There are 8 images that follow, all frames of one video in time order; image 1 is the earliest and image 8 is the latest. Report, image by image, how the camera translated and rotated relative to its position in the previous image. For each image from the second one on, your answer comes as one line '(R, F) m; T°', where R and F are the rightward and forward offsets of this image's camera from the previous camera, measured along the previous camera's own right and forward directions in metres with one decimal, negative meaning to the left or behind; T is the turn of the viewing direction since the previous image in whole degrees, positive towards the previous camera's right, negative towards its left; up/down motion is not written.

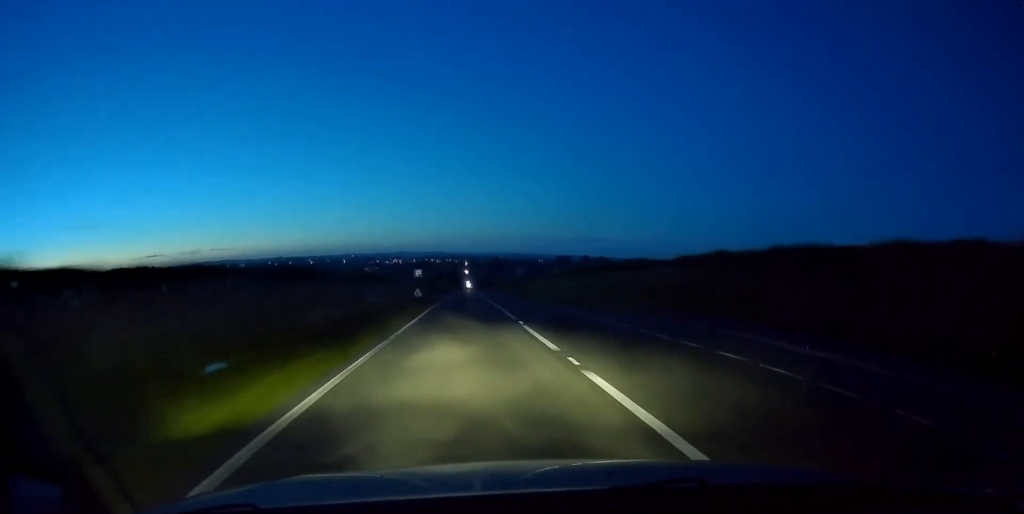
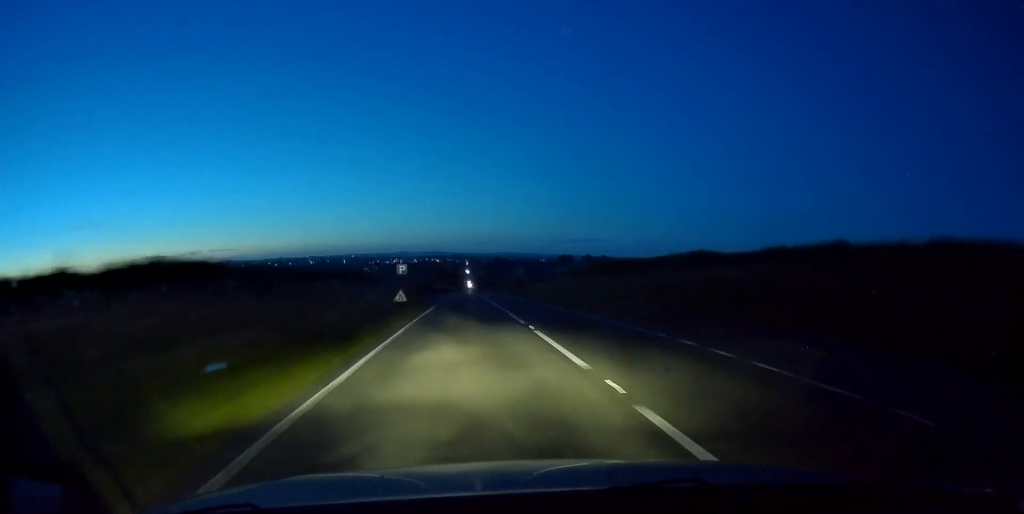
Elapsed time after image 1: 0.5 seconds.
(+0.1, +11.4) m; 0°
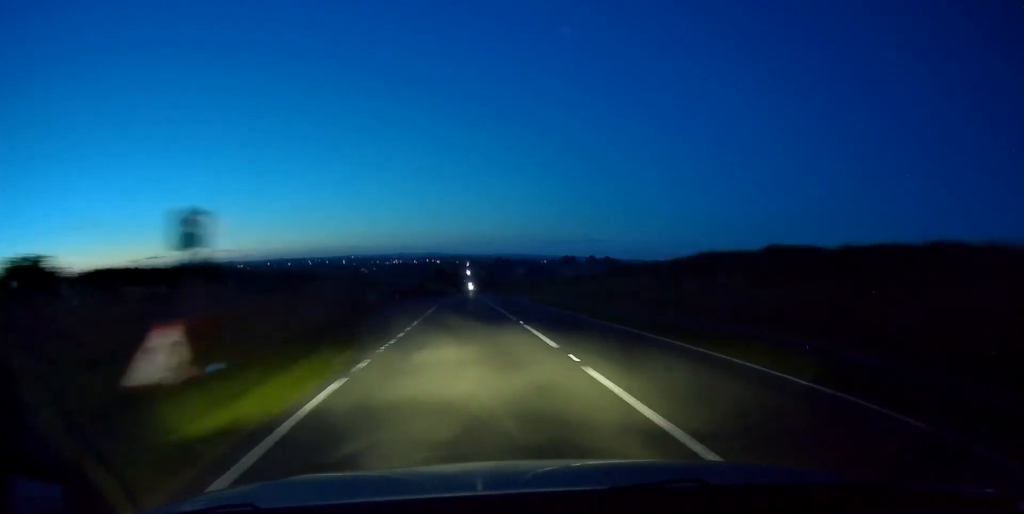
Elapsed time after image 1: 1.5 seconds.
(0.0, +25.2) m; 0°
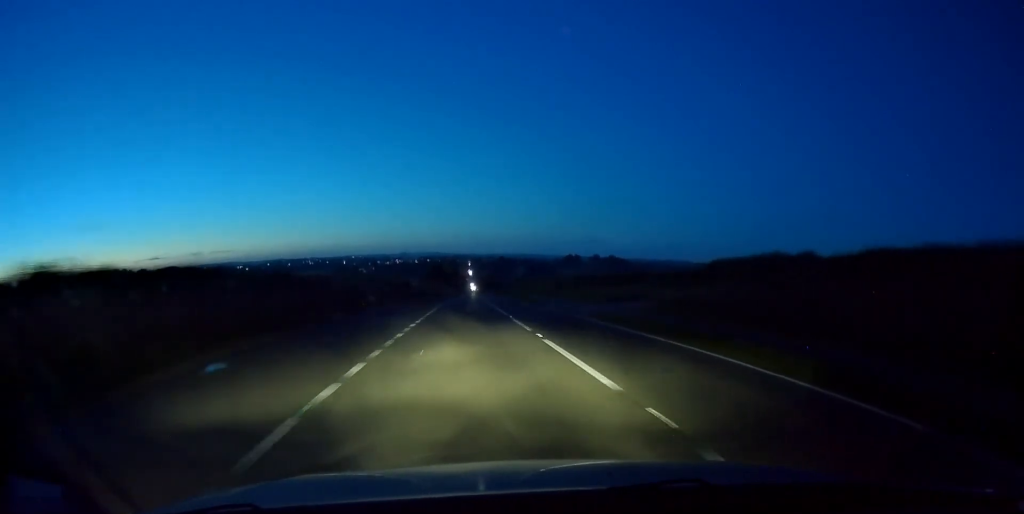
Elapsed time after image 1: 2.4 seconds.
(-0.1, +22.6) m; 0°
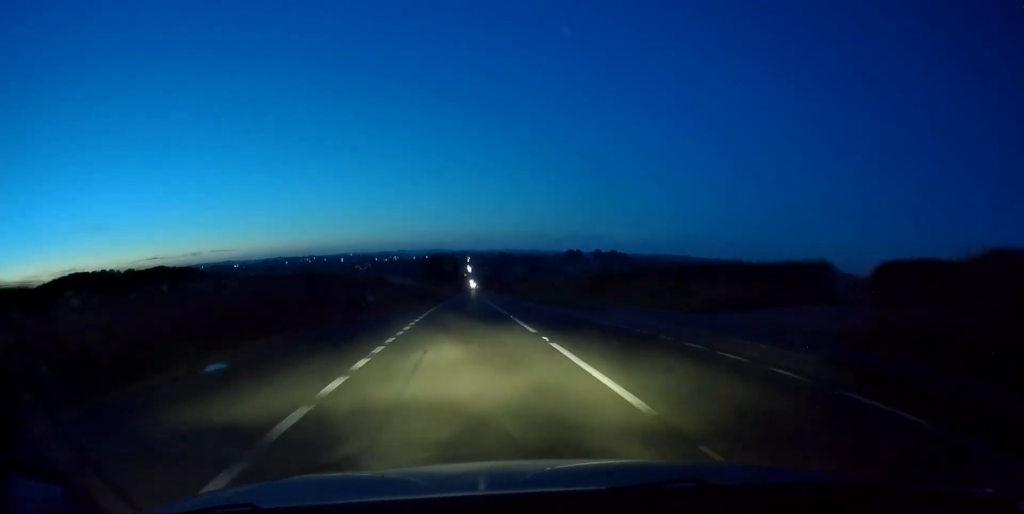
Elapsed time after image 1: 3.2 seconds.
(0.0, +19.3) m; 0°
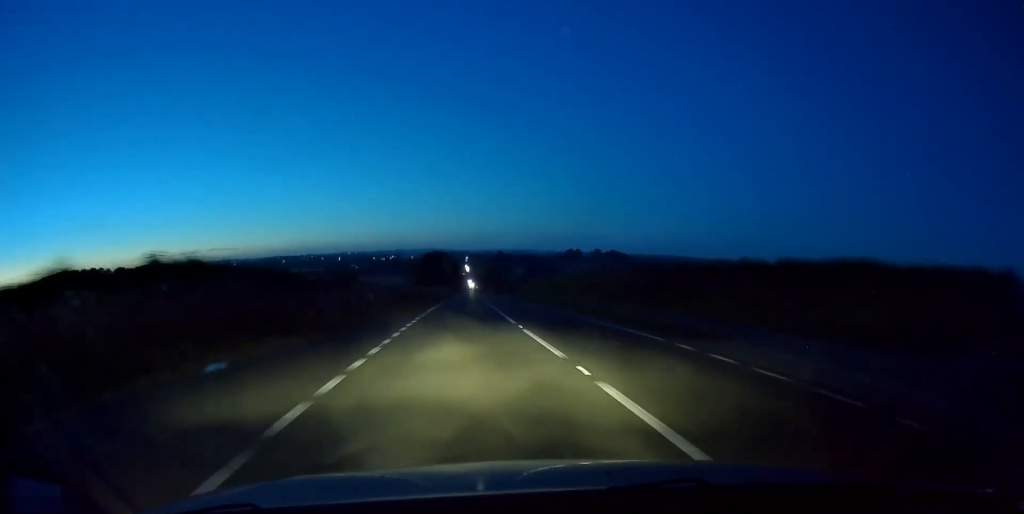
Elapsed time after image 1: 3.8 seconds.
(0.0, +13.6) m; 0°
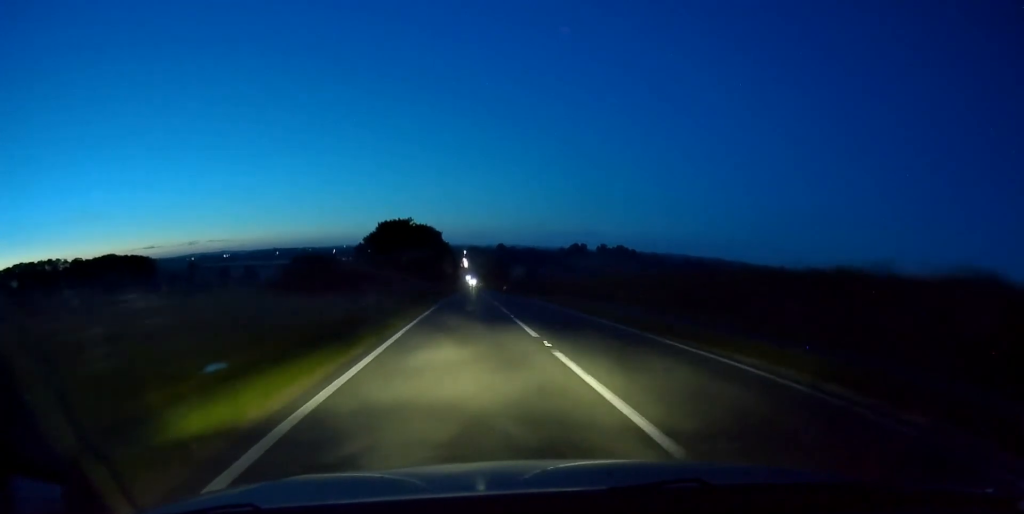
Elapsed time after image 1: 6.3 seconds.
(+0.1, +59.4) m; +1°
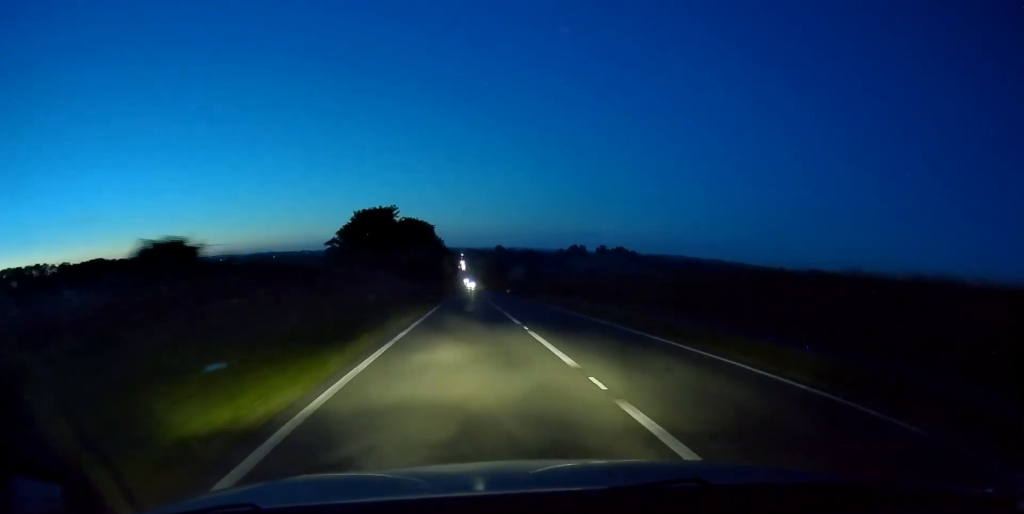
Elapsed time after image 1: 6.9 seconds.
(+0.1, +13.4) m; 0°
